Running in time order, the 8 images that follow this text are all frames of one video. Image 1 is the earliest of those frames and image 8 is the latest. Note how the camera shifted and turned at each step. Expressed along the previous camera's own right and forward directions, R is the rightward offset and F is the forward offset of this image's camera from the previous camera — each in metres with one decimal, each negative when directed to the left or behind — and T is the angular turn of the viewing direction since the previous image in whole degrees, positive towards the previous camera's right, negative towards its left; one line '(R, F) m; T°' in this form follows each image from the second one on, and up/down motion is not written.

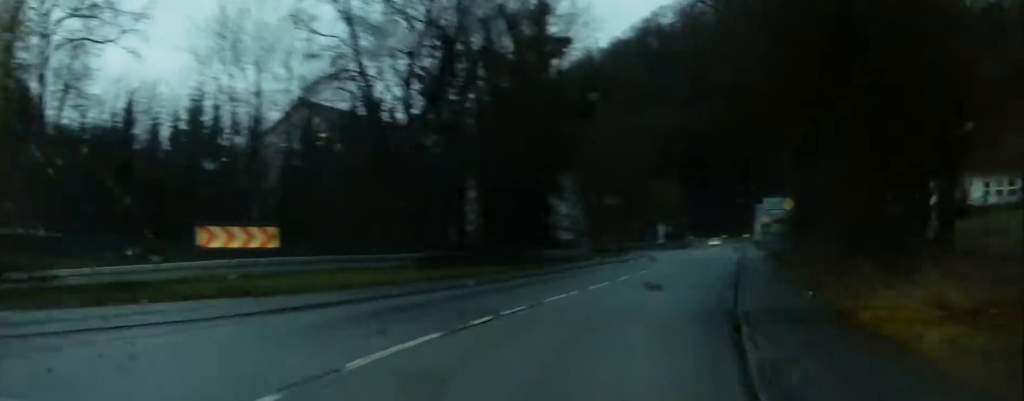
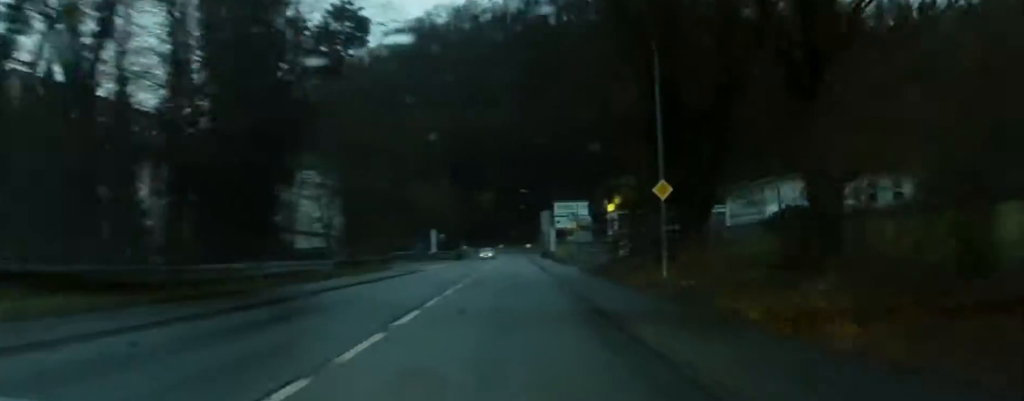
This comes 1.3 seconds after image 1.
(+3.0, +17.6) m; +8°
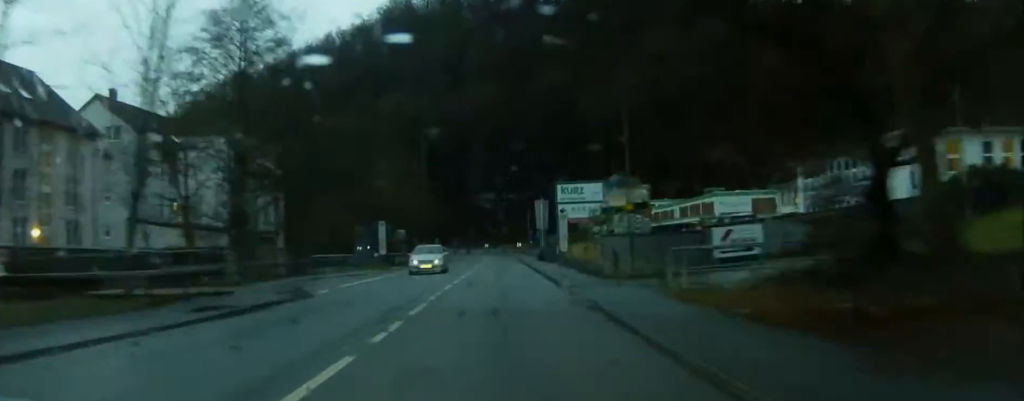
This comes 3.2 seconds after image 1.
(+1.6, +28.0) m; +4°
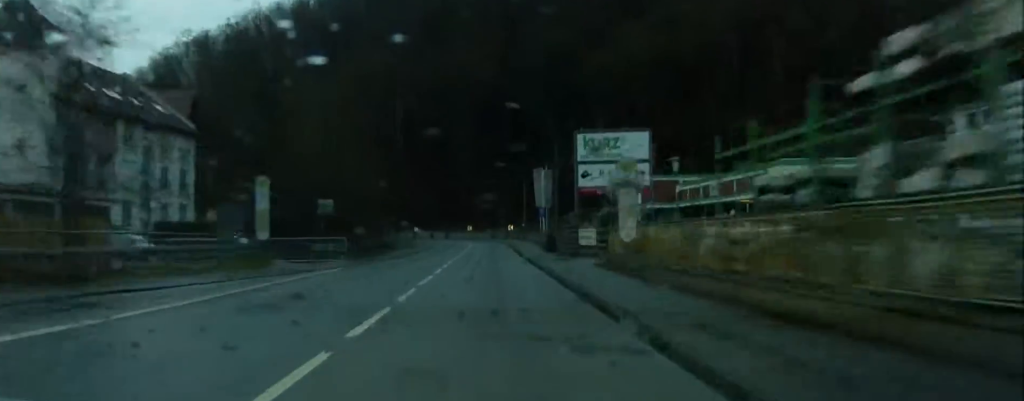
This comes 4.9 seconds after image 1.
(+0.4, +25.4) m; +1°
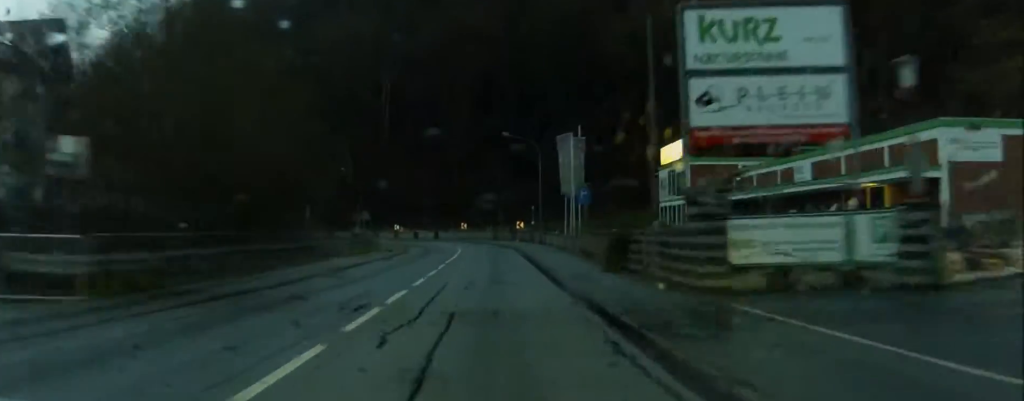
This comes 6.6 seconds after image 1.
(+0.2, +26.7) m; 0°
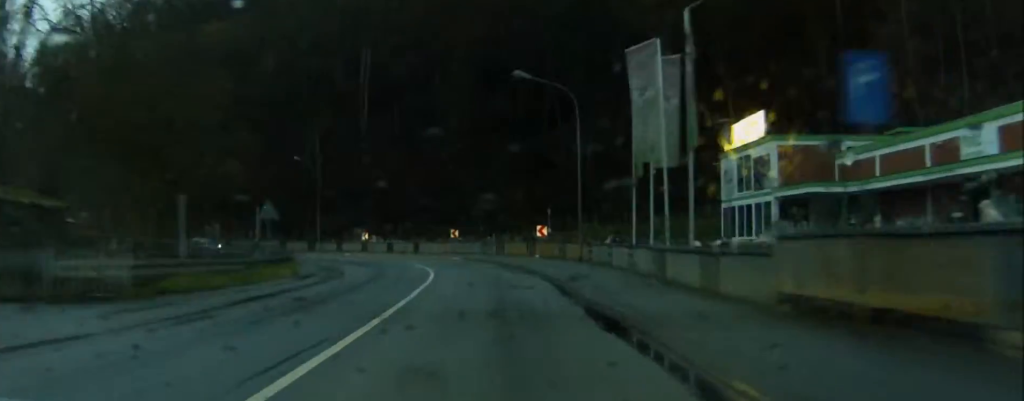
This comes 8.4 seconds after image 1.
(-0.1, +26.1) m; -1°
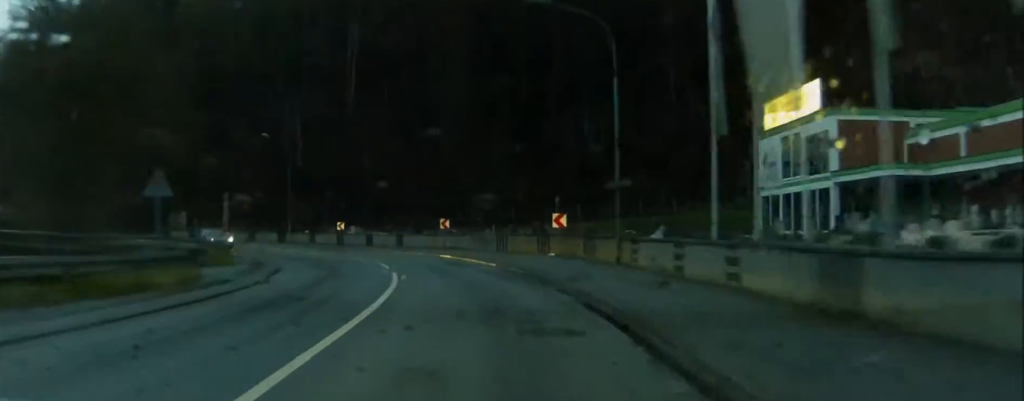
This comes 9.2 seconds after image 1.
(0.0, +11.5) m; -1°
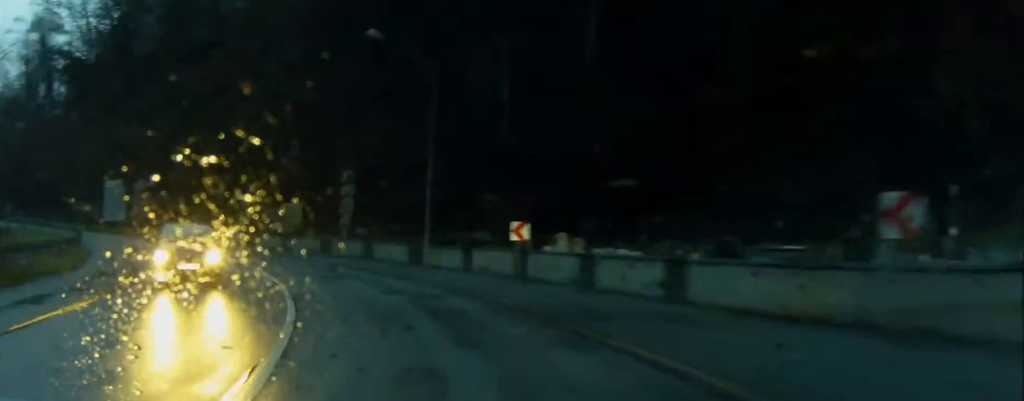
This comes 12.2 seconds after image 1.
(-2.8, +39.8) m; -15°
